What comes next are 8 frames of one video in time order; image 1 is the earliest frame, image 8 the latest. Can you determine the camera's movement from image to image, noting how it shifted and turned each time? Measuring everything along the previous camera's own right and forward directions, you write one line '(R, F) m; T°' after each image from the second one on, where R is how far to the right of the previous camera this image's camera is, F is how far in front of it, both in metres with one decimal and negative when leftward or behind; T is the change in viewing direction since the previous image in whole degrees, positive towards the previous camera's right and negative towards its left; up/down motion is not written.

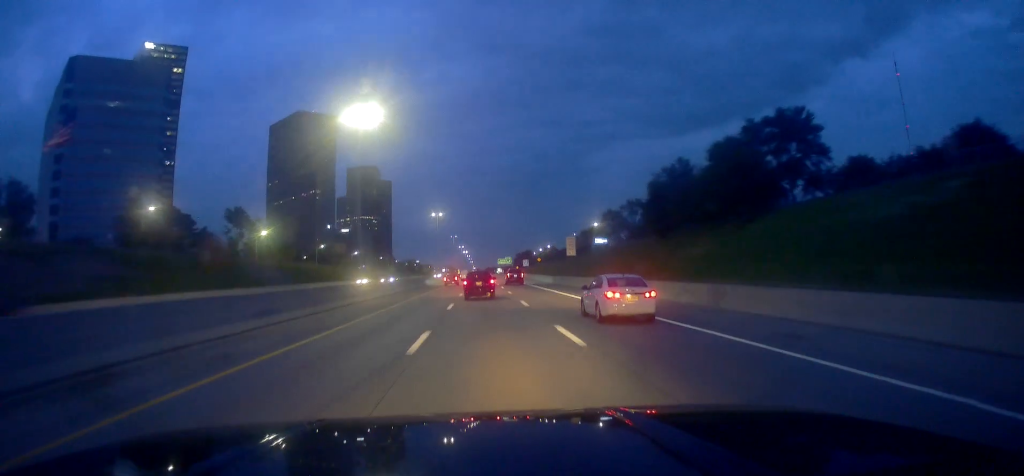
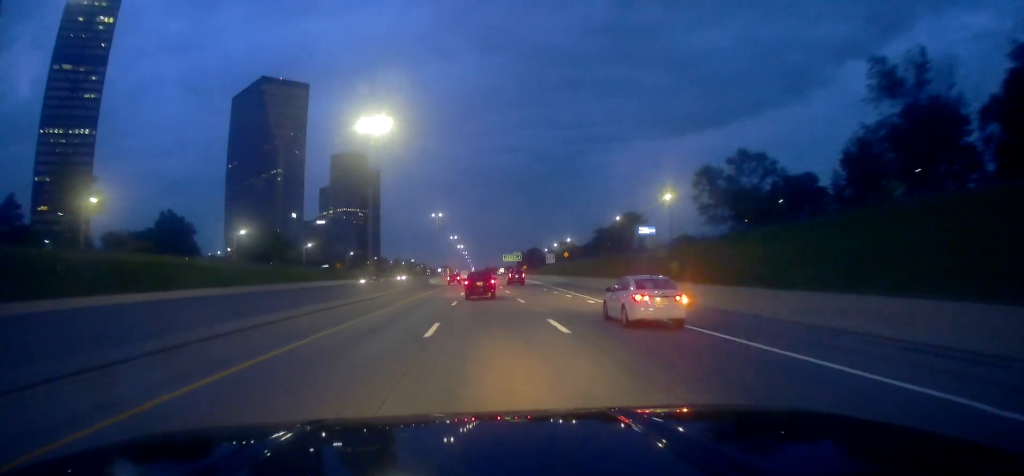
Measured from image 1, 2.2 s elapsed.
(+0.6, +73.5) m; +1°
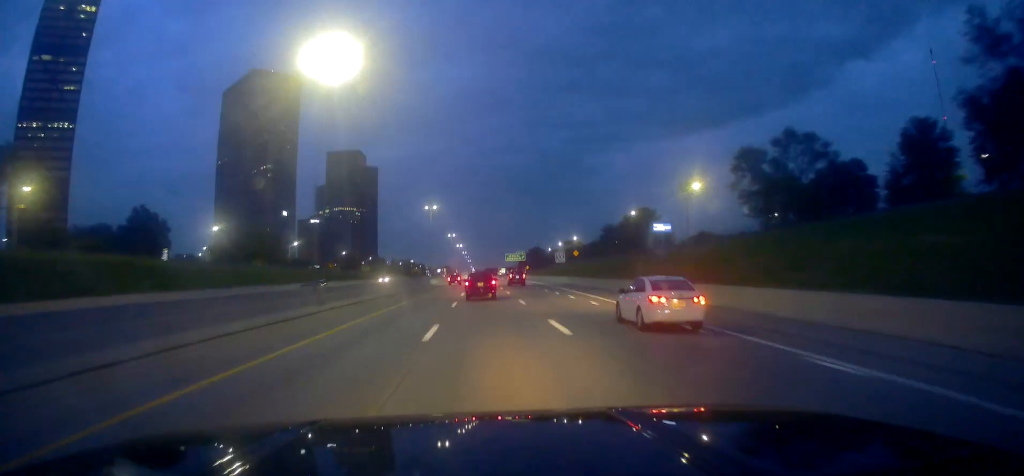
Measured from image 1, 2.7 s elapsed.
(+0.1, +15.5) m; 0°
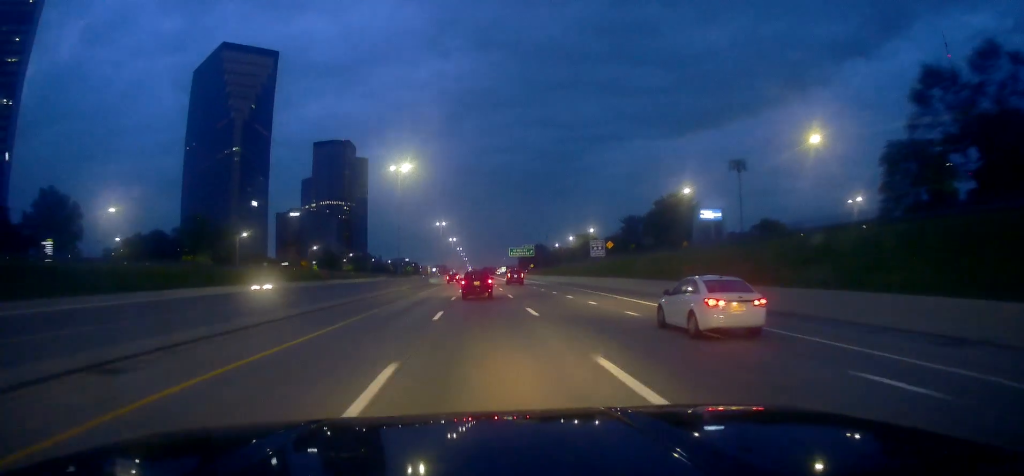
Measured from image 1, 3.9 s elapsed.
(-0.9, +38.8) m; -2°
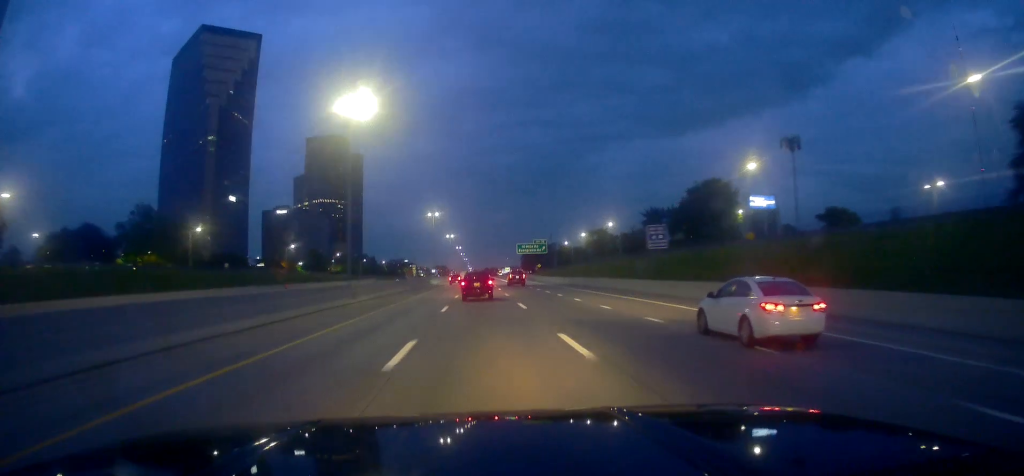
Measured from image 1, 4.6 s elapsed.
(-0.4, +25.7) m; 0°
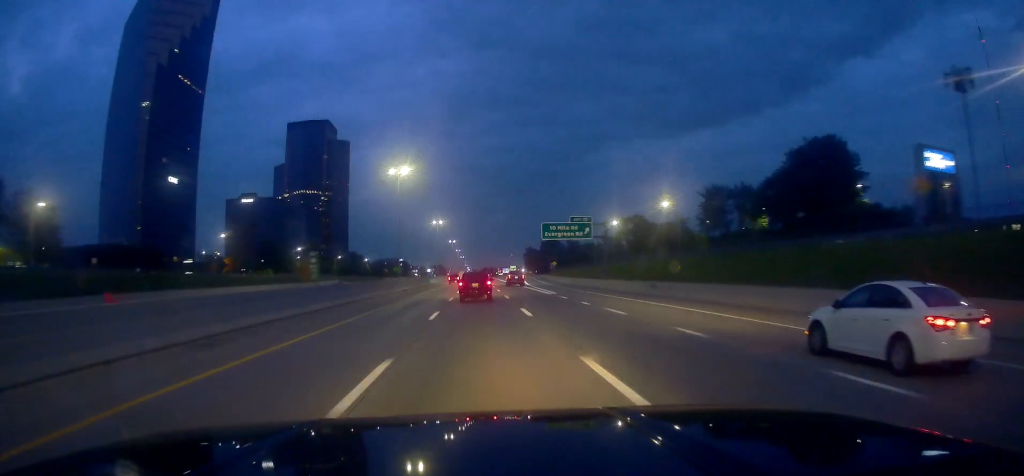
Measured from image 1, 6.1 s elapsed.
(+0.7, +49.6) m; -1°
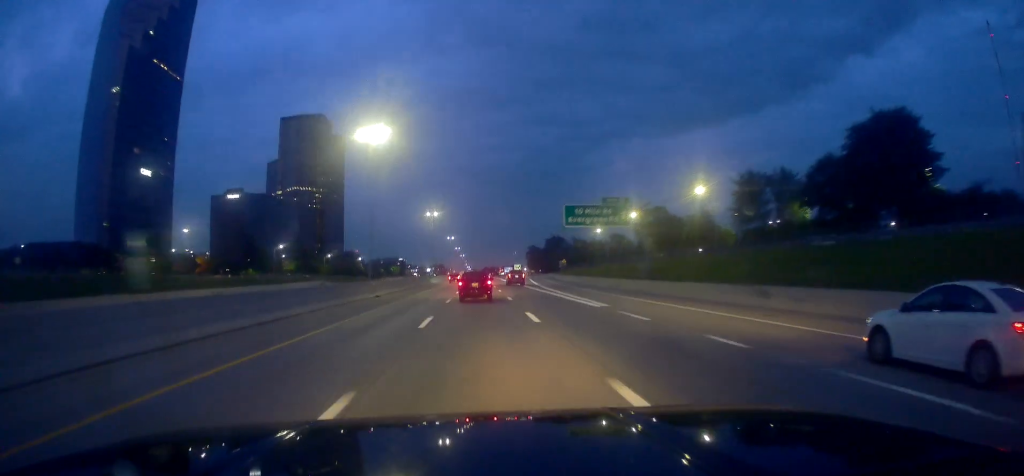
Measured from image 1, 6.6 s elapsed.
(0.0, +18.1) m; -1°
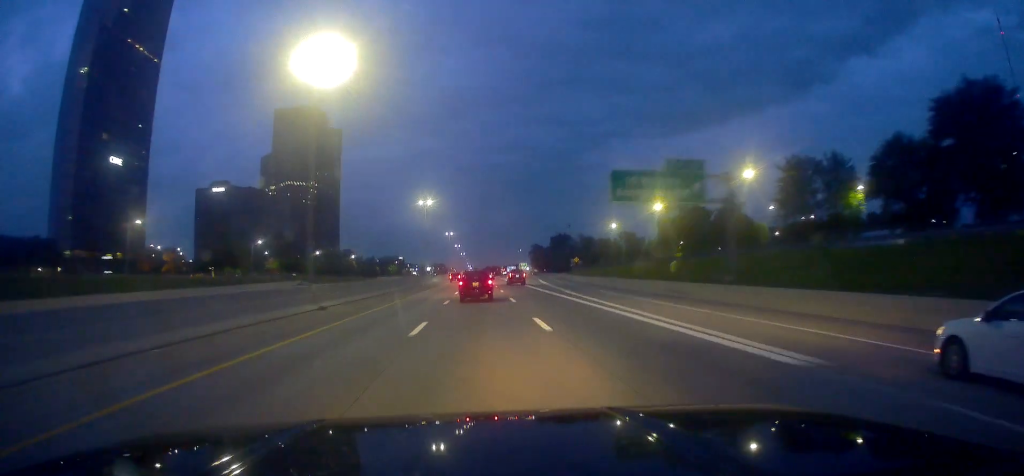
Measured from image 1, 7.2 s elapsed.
(-0.4, +18.1) m; 0°
